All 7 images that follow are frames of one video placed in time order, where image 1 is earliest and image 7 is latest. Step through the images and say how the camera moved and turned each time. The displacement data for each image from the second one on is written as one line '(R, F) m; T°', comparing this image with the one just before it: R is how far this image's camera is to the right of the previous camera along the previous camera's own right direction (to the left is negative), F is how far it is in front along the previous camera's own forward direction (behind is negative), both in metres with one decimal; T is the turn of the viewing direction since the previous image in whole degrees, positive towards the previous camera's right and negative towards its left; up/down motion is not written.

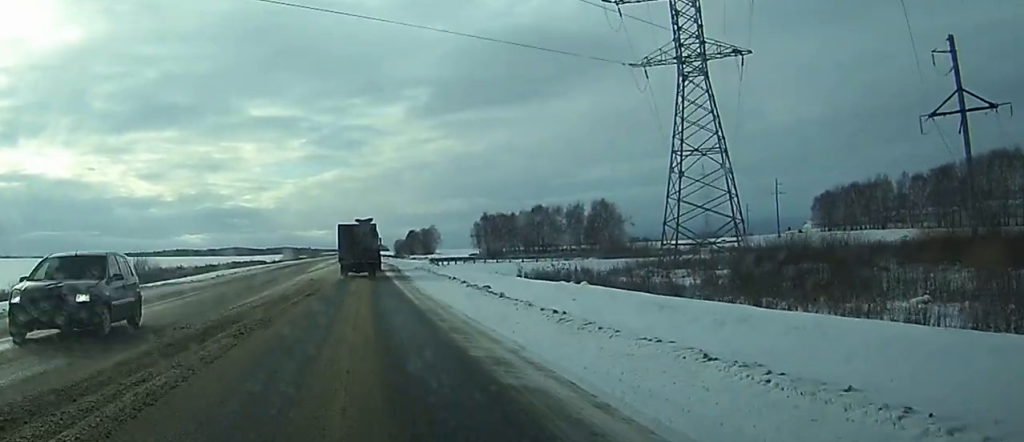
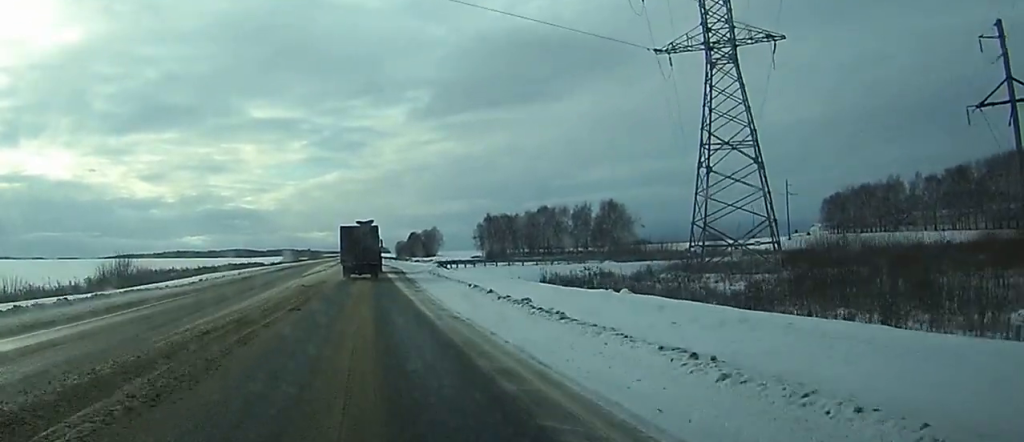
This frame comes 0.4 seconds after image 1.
(0.0, +6.7) m; 0°
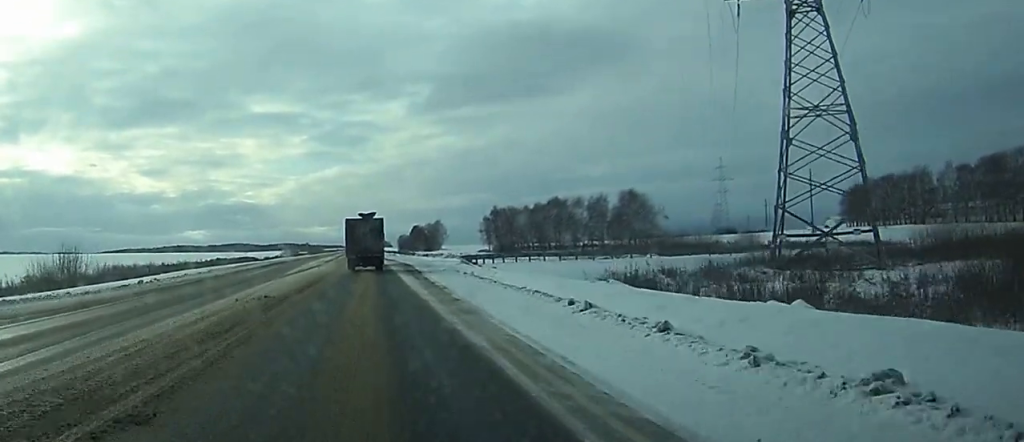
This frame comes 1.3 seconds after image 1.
(-0.1, +15.2) m; 0°
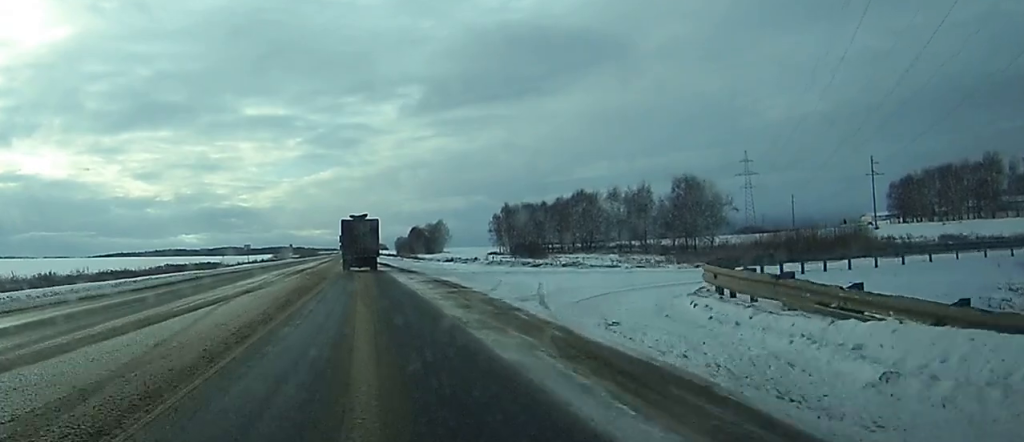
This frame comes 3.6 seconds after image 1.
(-0.2, +39.4) m; -1°
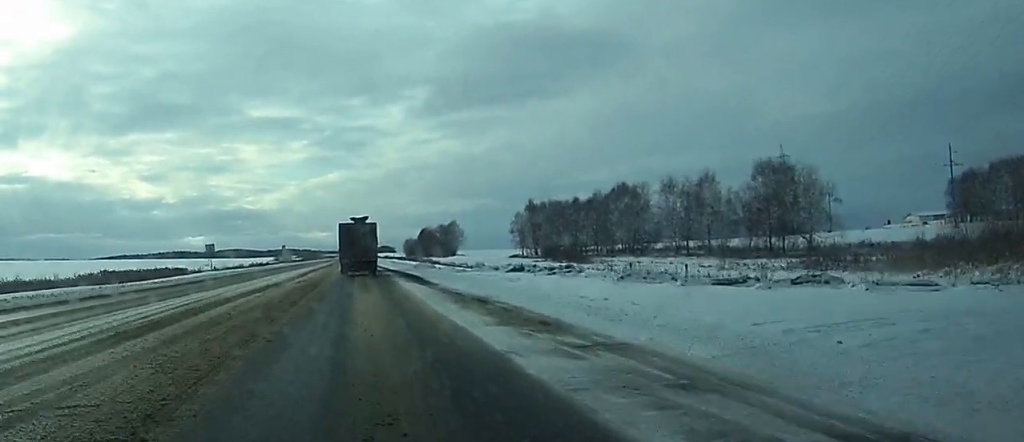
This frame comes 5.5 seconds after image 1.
(-0.3, +33.6) m; 0°
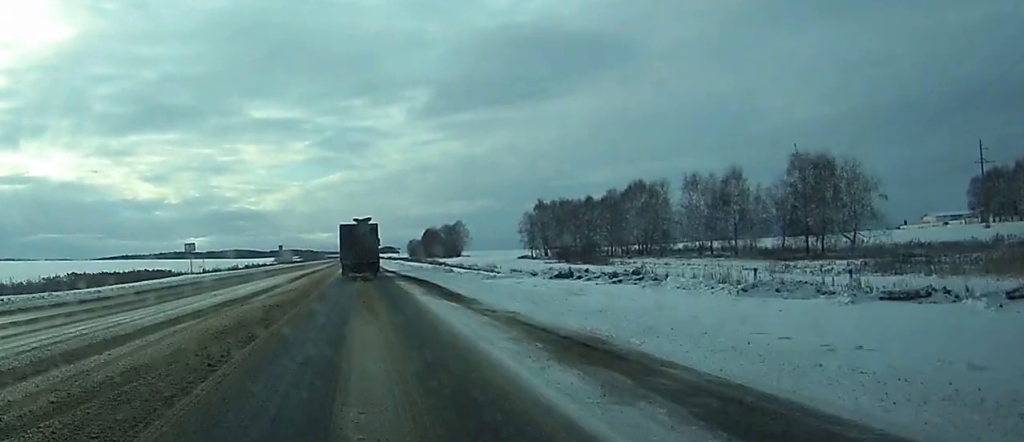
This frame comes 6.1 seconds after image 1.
(0.0, +11.2) m; 0°
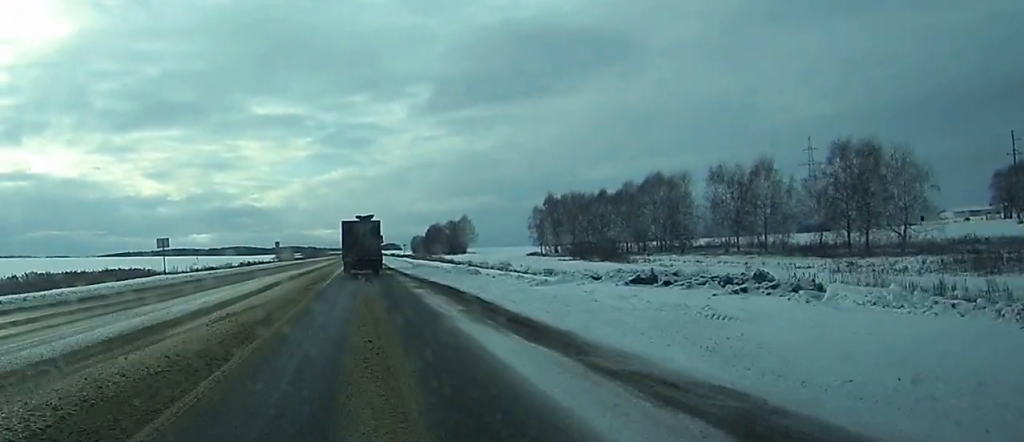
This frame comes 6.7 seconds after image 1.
(+0.1, +11.2) m; 0°
